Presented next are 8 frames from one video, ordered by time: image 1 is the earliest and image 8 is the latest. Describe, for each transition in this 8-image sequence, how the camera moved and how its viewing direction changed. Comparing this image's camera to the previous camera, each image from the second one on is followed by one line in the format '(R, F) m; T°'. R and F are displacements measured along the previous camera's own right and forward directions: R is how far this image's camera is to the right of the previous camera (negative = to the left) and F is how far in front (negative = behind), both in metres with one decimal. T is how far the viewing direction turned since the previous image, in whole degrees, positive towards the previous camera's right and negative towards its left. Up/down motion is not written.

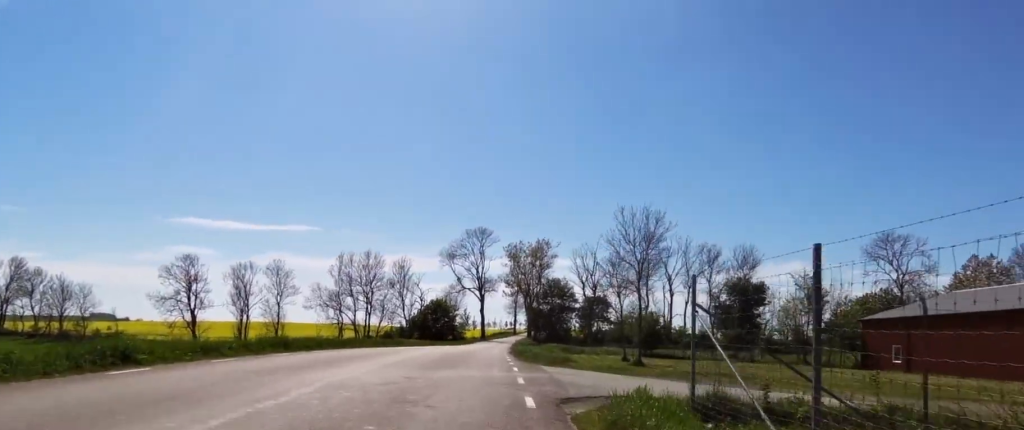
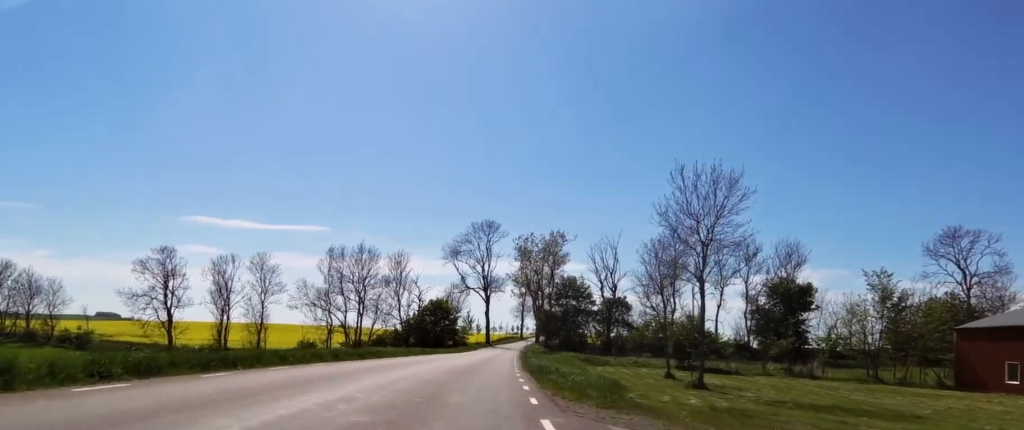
(0.0, +9.8) m; -1°
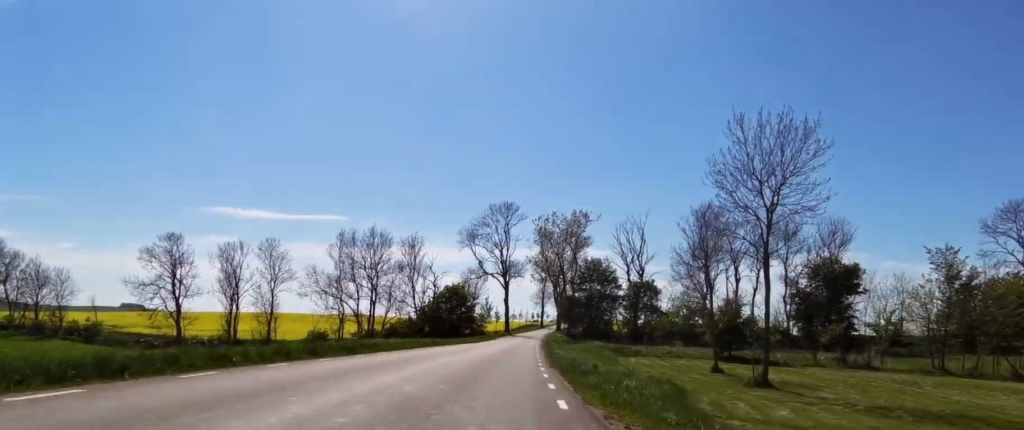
(-0.1, +4.3) m; 0°
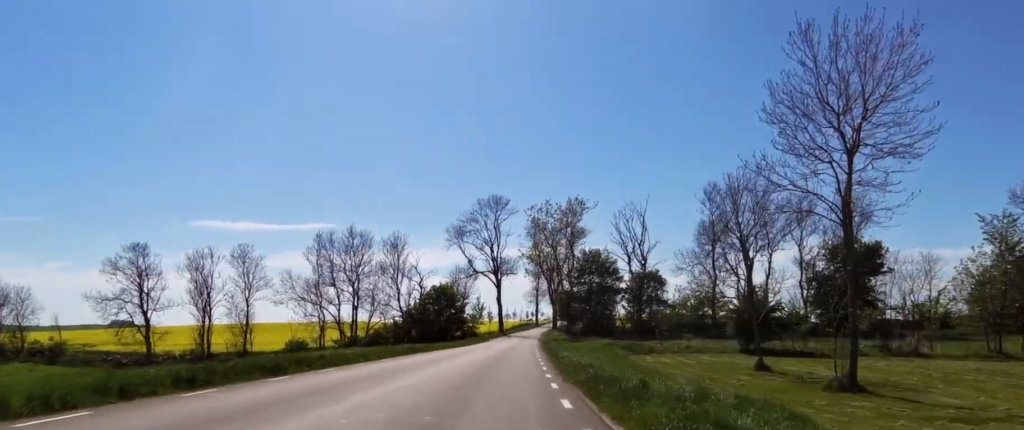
(0.0, +5.8) m; -2°
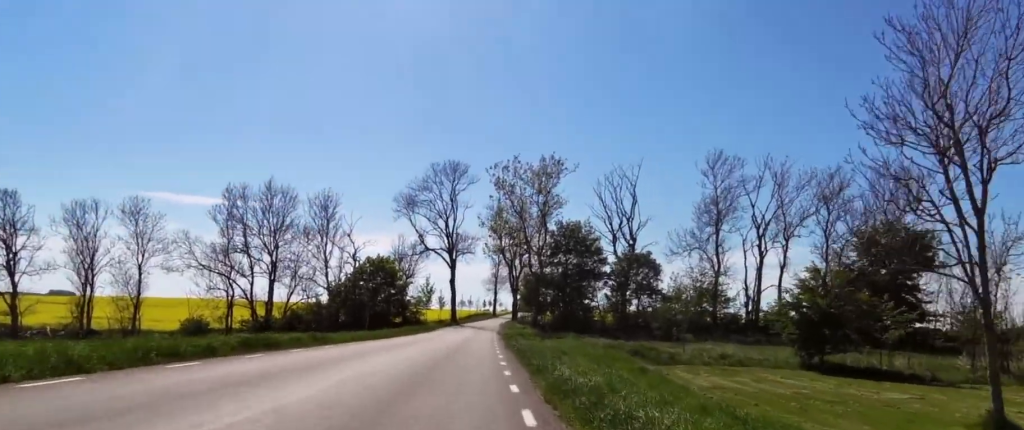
(-1.1, +13.7) m; -4°
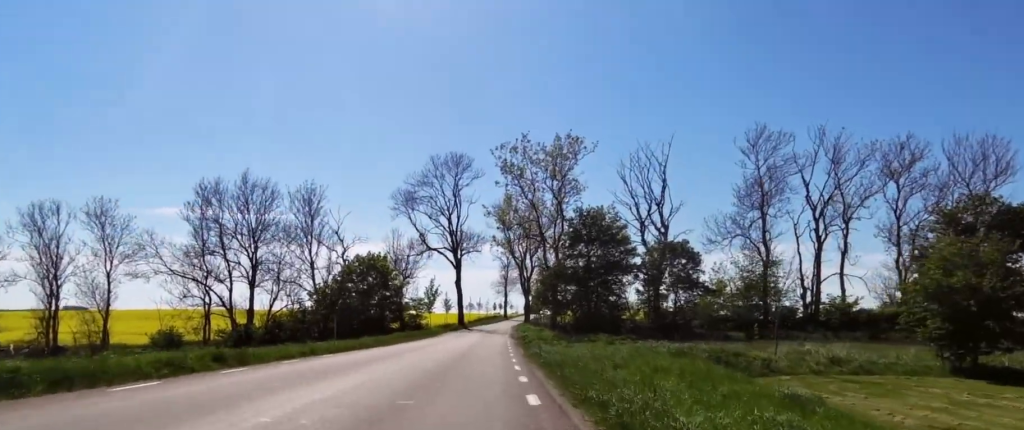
(+0.4, +7.6) m; +4°
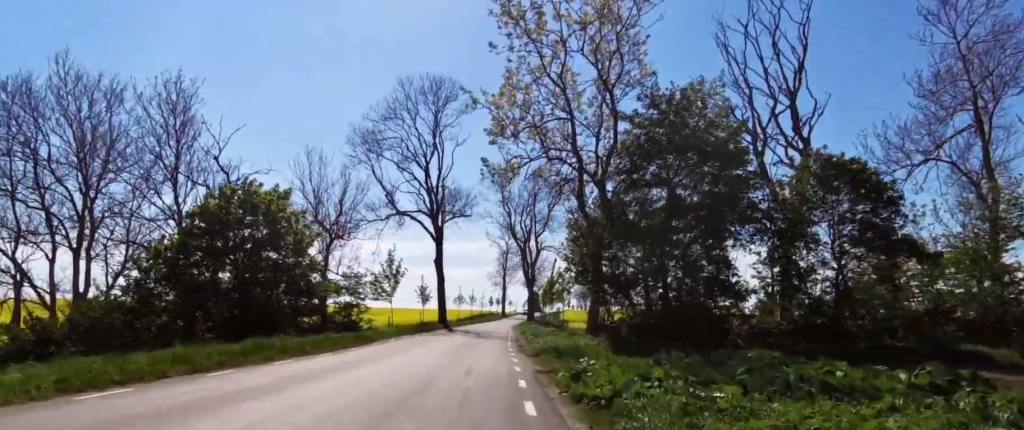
(+1.3, +21.4) m; -3°
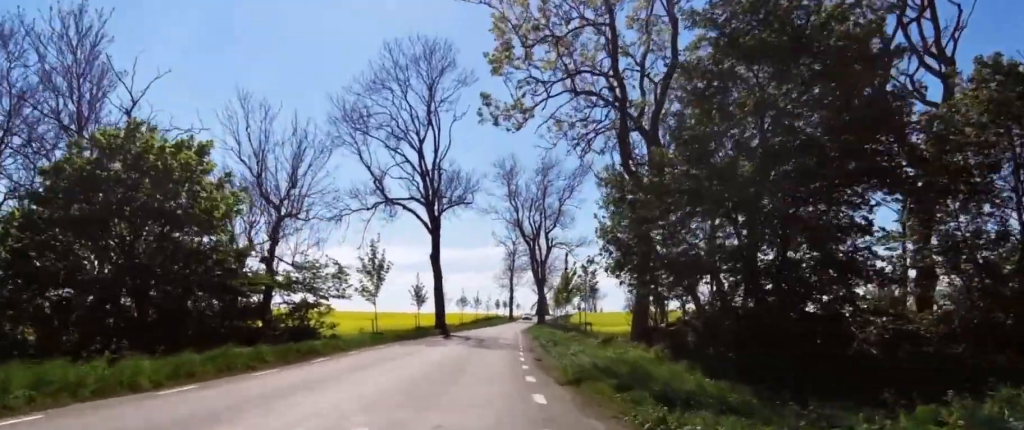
(-0.7, +7.7) m; -2°
